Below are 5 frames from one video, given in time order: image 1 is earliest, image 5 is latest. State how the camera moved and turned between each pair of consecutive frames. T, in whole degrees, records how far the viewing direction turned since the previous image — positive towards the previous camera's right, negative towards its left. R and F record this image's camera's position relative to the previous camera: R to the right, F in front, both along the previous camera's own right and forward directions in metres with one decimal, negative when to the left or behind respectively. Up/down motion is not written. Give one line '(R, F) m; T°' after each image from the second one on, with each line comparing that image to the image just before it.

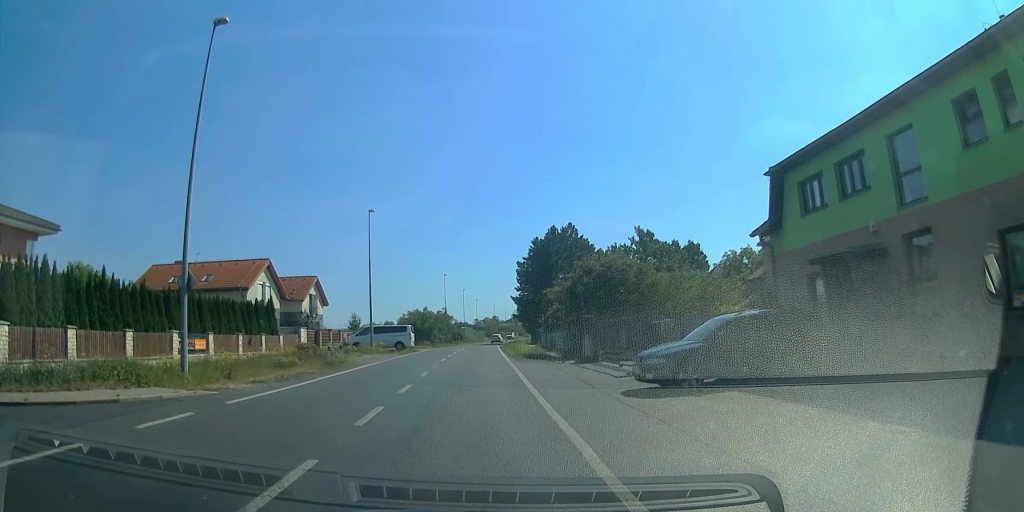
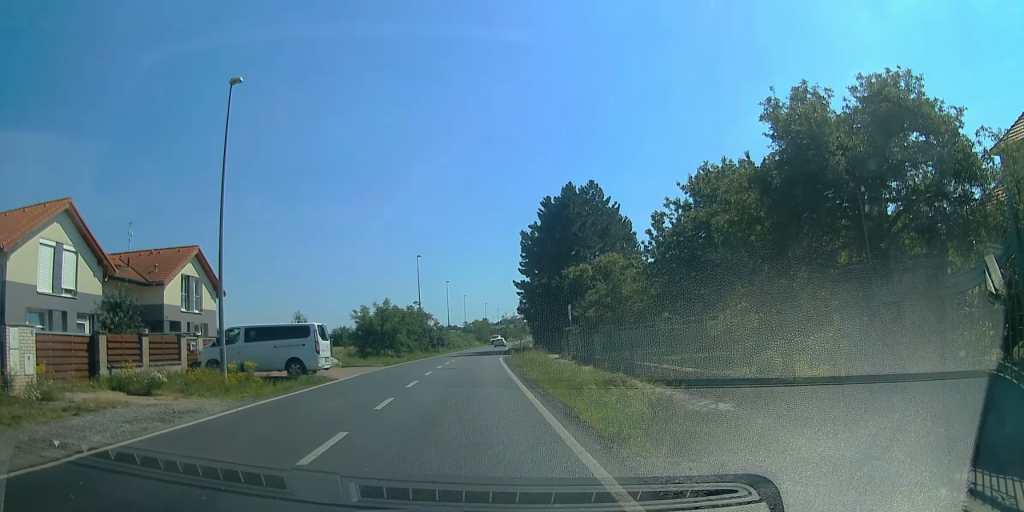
(+0.4, +25.3) m; -1°
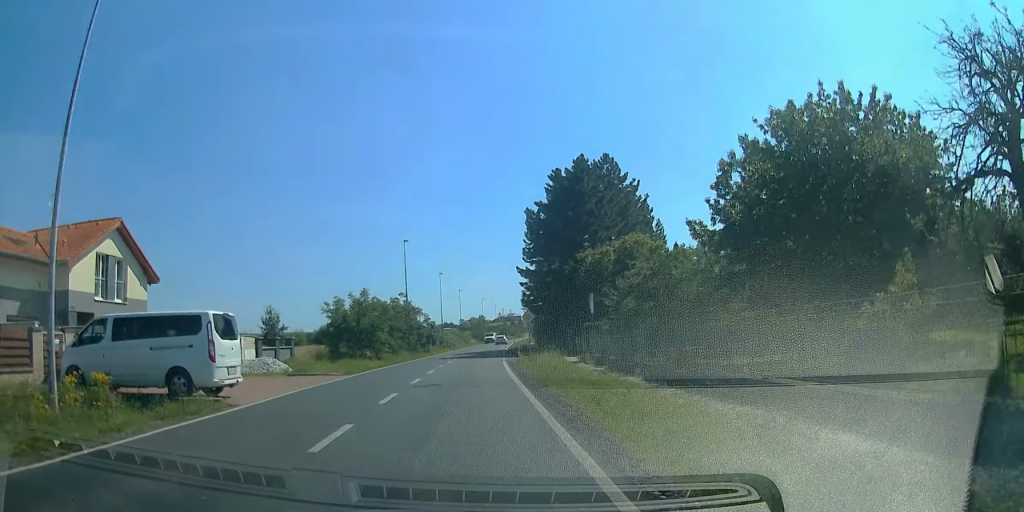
(+0.1, +8.9) m; +1°
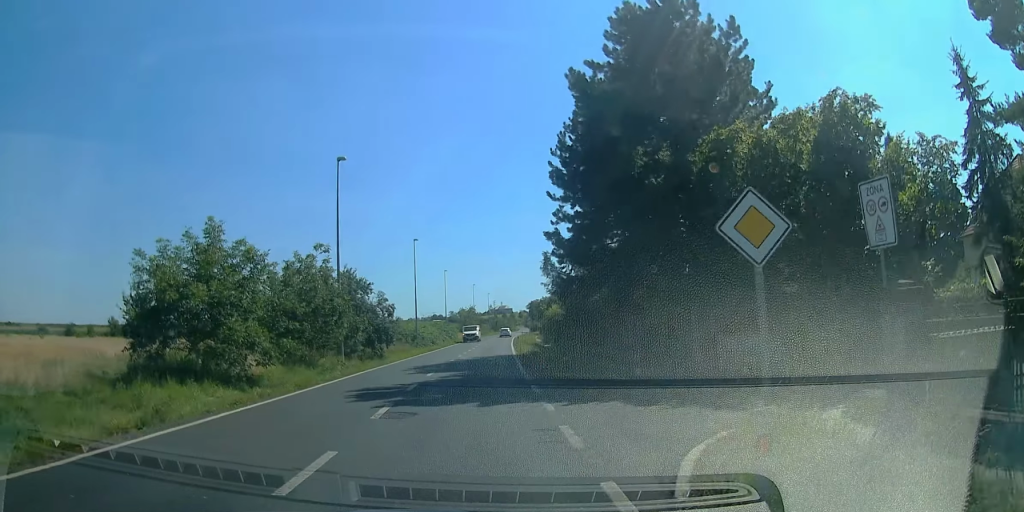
(+0.6, +24.5) m; +3°
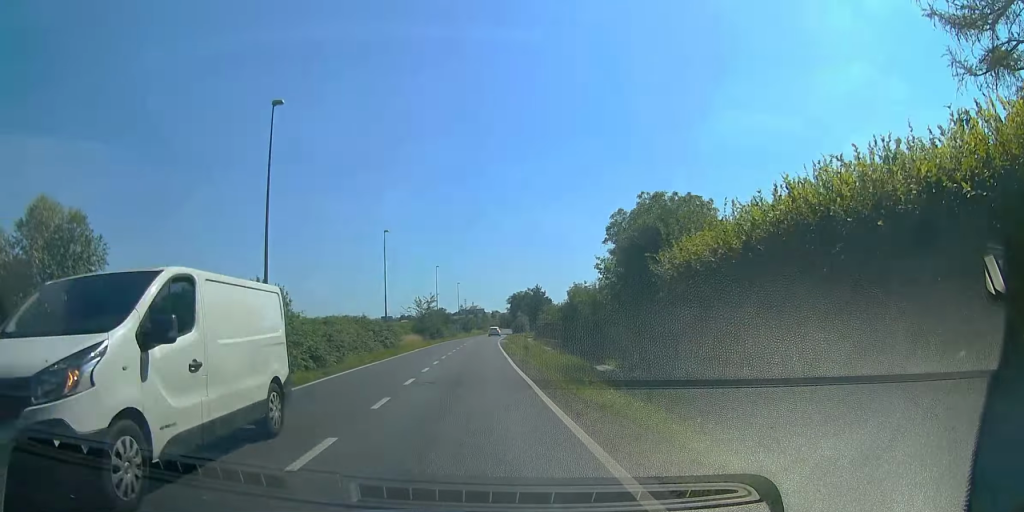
(+0.9, +35.1) m; +2°
